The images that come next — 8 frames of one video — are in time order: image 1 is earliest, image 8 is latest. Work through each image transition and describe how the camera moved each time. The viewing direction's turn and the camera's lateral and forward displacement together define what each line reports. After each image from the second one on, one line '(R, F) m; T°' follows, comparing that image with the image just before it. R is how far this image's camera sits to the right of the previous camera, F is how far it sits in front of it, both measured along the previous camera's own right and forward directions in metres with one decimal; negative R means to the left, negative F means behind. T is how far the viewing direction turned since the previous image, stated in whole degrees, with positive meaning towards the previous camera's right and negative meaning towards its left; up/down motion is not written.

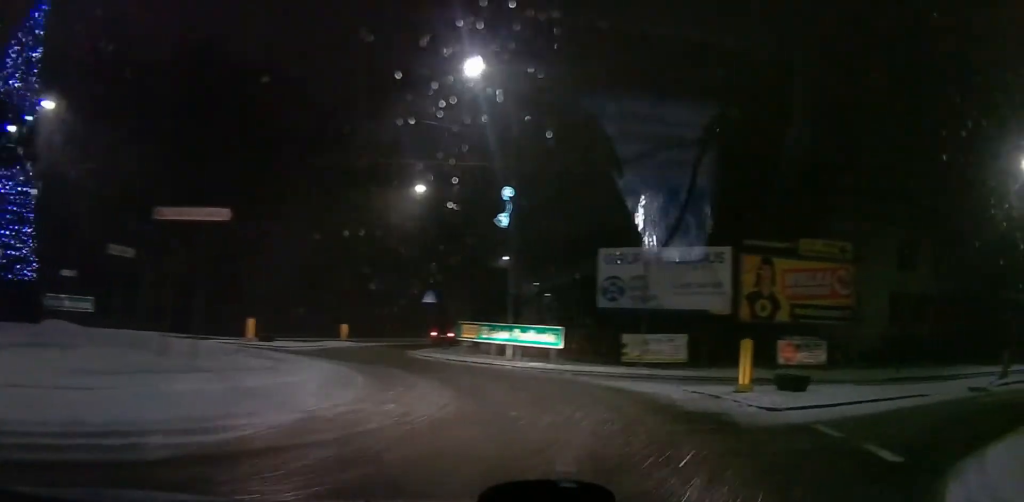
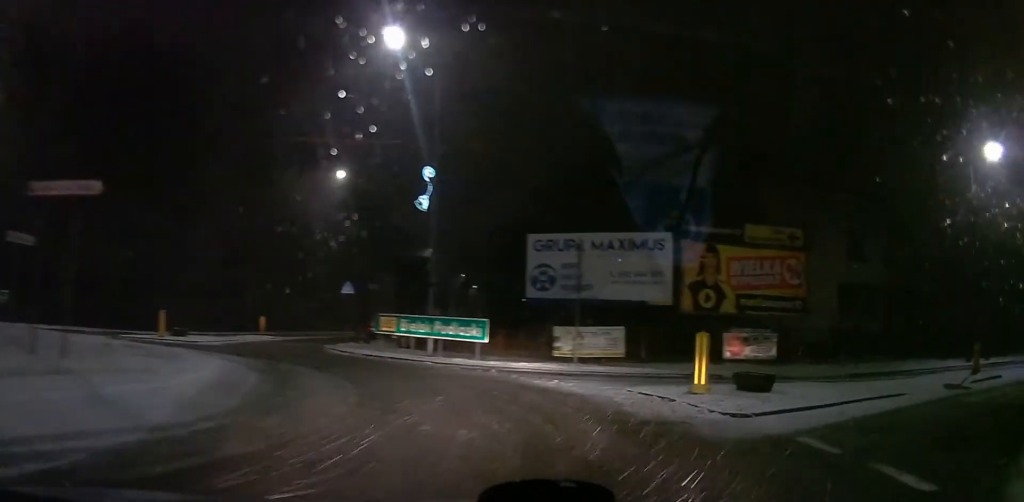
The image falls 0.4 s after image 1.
(+0.2, +2.0) m; +4°
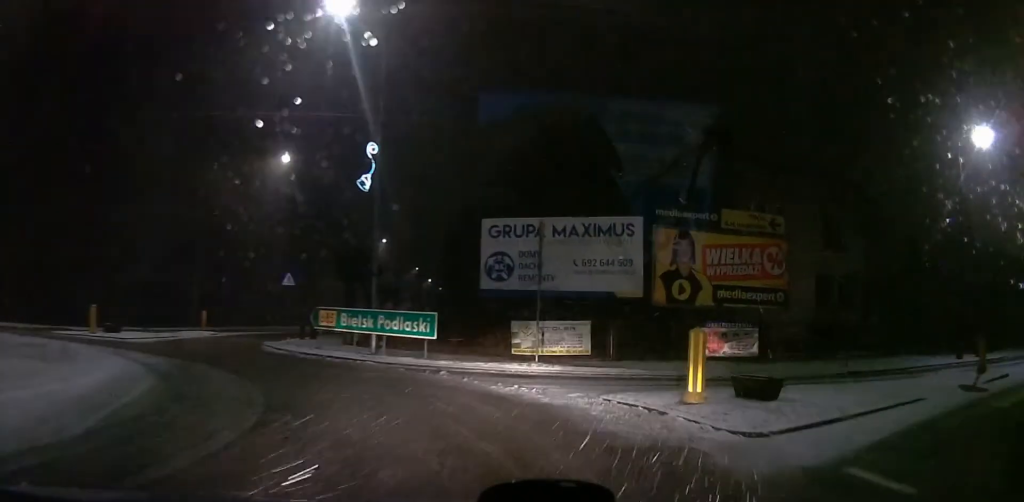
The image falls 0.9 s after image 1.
(0.0, +2.2) m; +1°
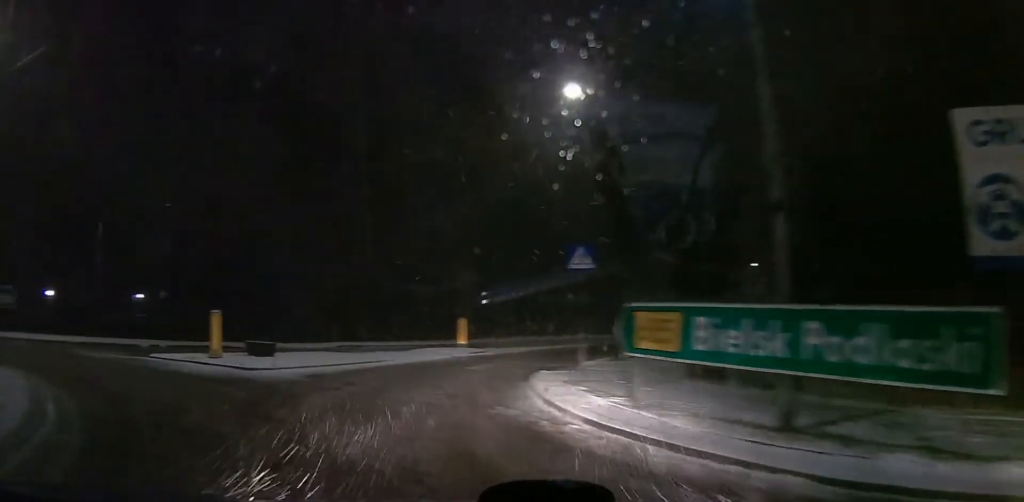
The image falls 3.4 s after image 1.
(-1.0, +10.5) m; -19°
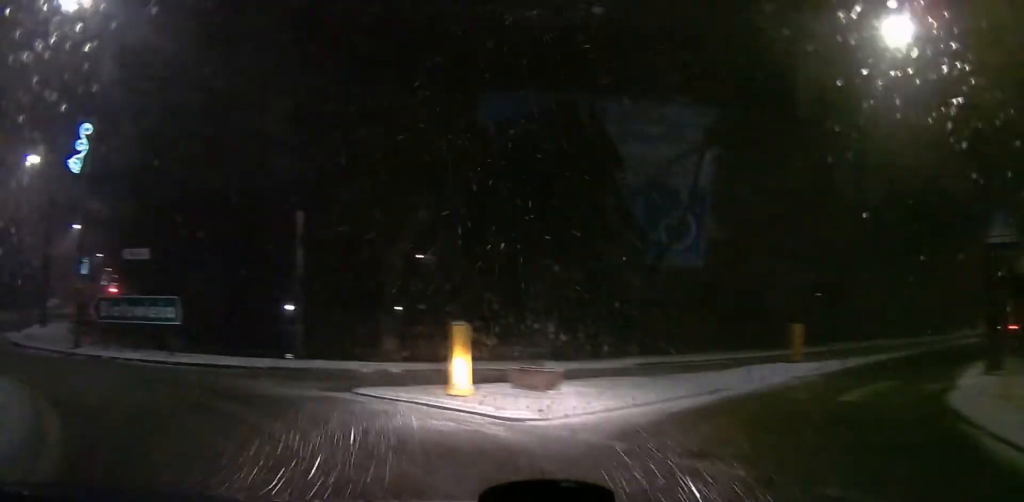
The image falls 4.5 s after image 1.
(-0.5, +4.6) m; -27°
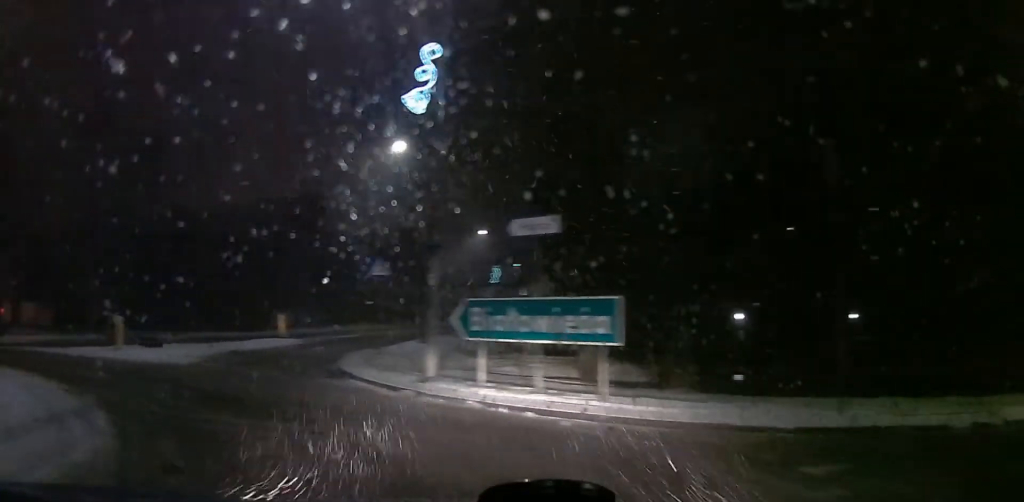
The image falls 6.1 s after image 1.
(-2.8, +6.7) m; -36°
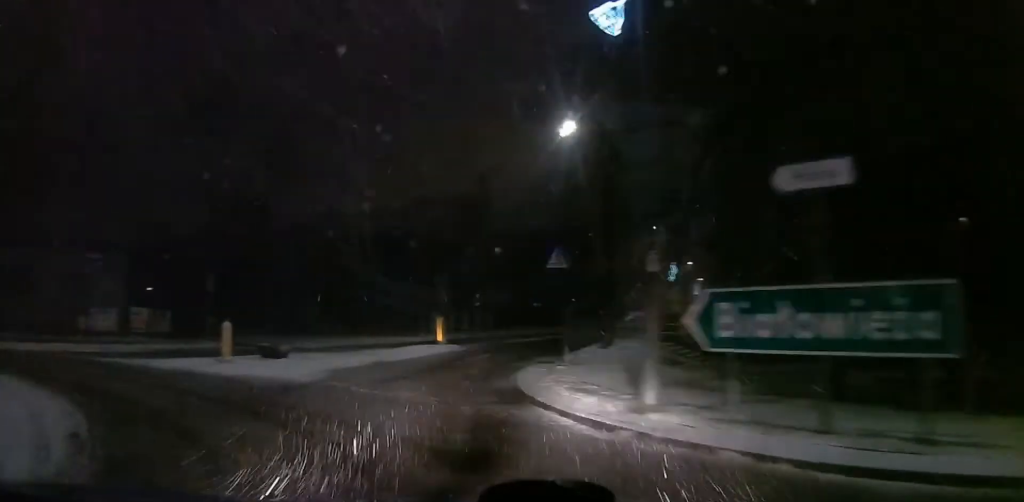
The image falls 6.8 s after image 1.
(-0.3, +3.4) m; -11°
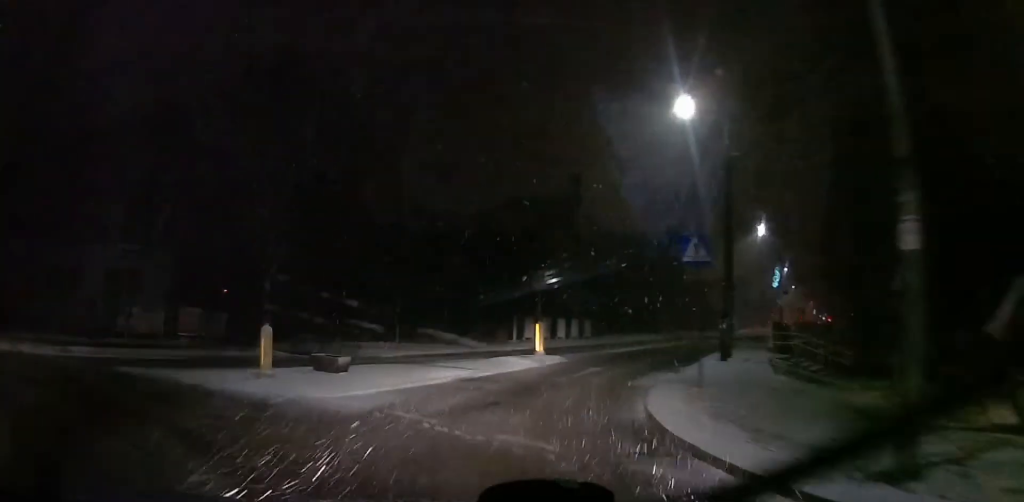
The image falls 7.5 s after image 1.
(-0.5, +3.4) m; -7°
